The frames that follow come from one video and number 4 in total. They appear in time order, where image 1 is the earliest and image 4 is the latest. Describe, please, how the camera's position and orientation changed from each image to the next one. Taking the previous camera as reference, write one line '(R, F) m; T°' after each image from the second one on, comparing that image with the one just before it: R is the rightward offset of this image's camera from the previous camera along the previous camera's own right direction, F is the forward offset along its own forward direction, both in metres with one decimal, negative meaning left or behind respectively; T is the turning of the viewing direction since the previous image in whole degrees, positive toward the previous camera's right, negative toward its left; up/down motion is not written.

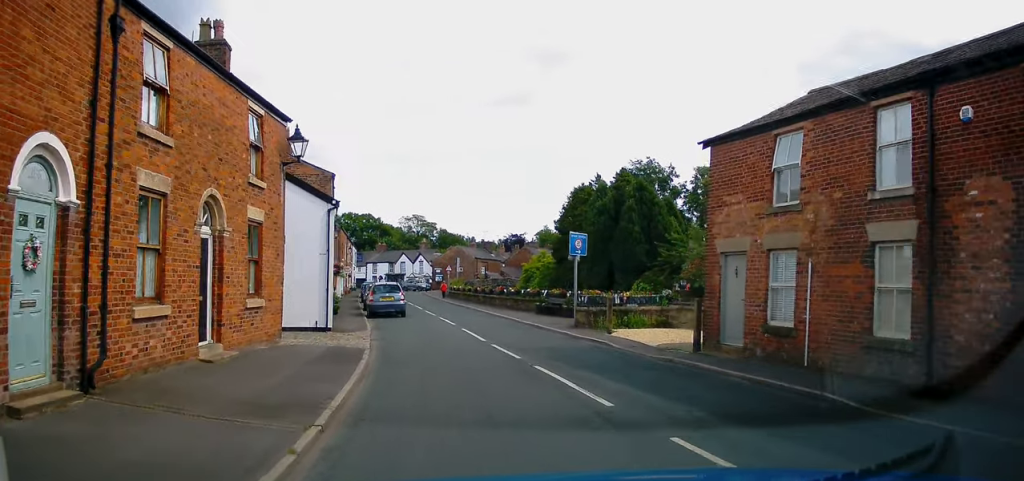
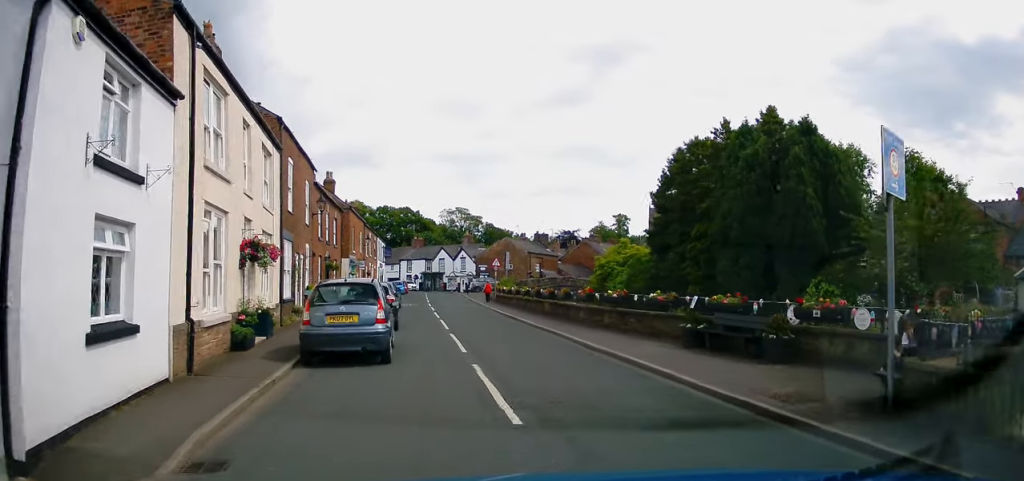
(-0.3, +15.6) m; -3°
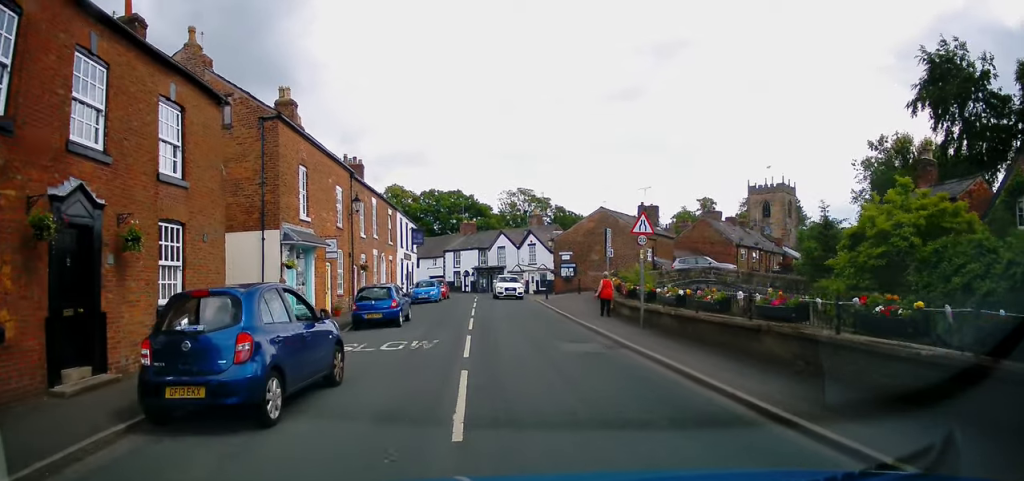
(-1.7, +25.2) m; -6°
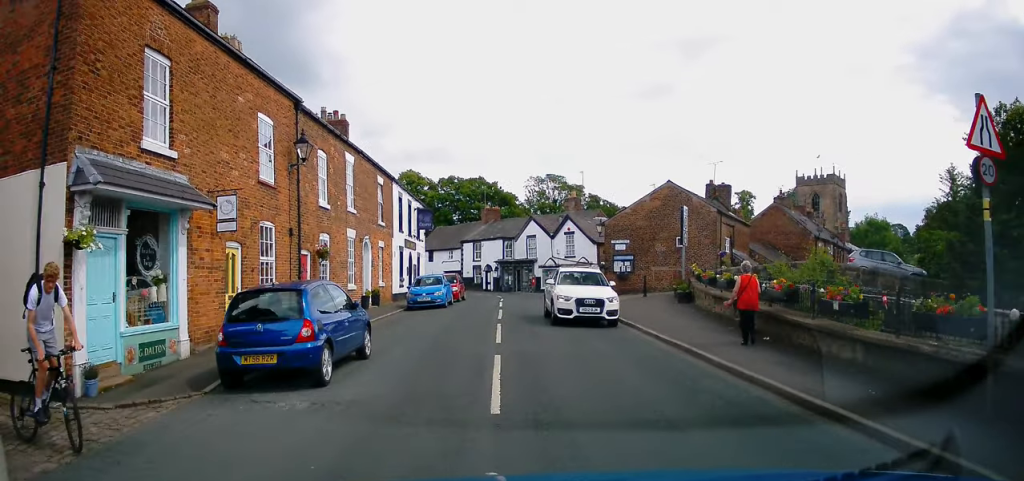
(-0.1, +11.2) m; -5°
